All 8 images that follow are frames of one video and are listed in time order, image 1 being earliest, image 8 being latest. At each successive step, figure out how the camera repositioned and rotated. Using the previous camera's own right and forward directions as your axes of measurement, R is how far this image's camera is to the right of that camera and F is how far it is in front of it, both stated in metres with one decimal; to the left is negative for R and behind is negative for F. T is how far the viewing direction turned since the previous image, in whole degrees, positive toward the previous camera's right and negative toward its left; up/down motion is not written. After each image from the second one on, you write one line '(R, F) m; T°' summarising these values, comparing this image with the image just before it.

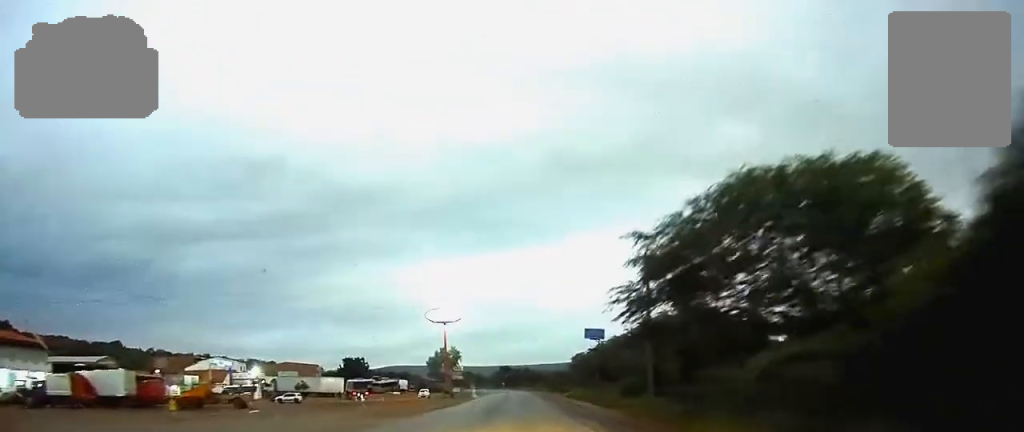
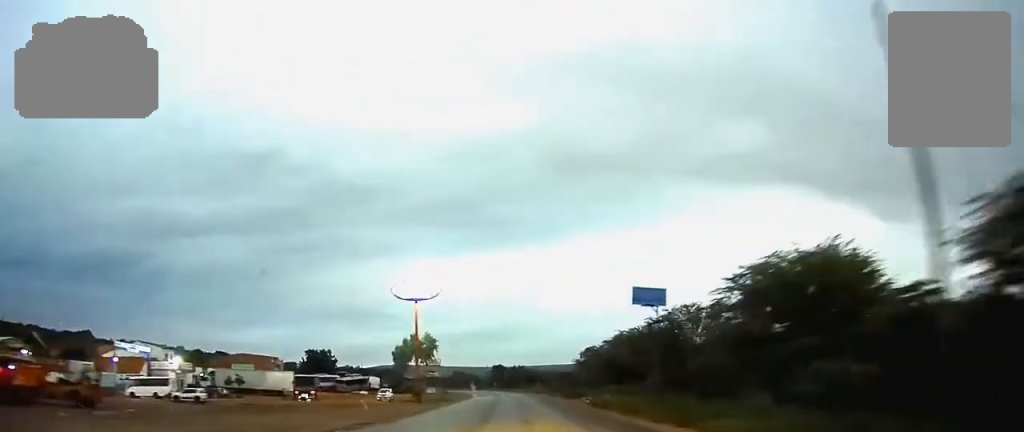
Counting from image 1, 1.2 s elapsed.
(-0.1, +29.5) m; 0°
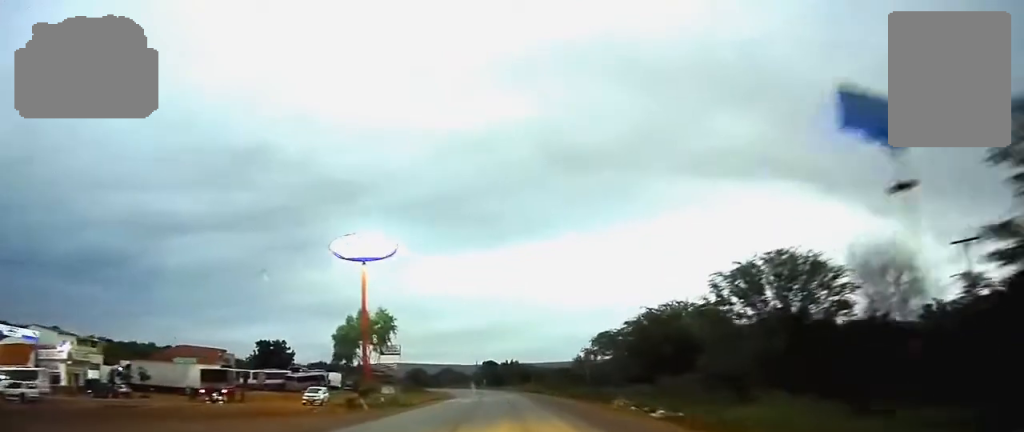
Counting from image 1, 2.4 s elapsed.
(+0.2, +26.9) m; 0°
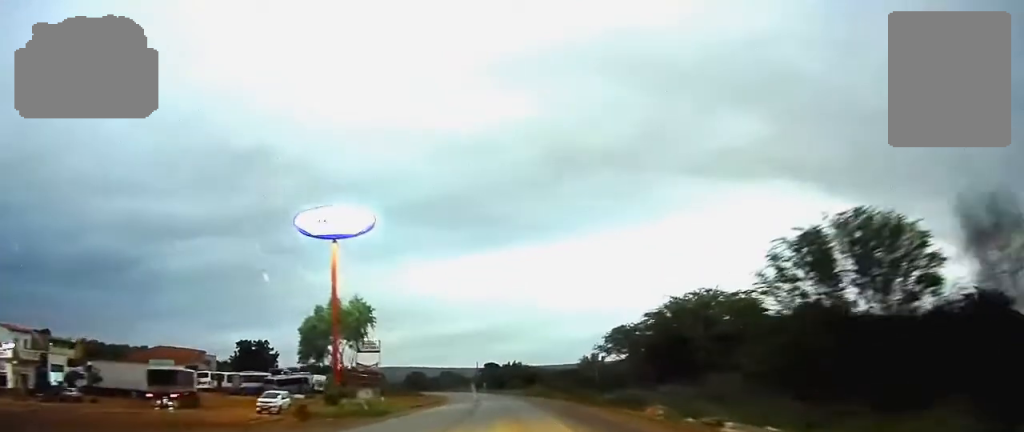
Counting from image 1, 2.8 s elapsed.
(0.0, +11.0) m; 0°
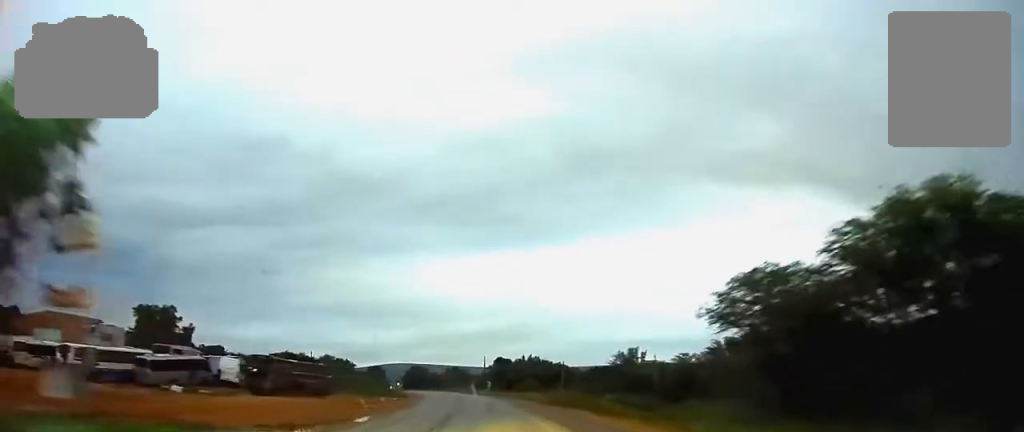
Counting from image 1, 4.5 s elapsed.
(-0.5, +40.1) m; -1°
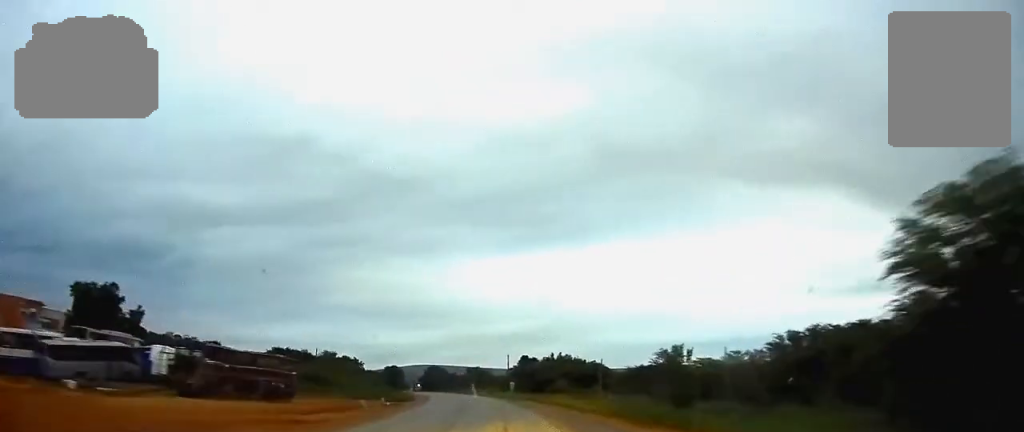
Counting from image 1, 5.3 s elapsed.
(0.0, +19.1) m; -1°
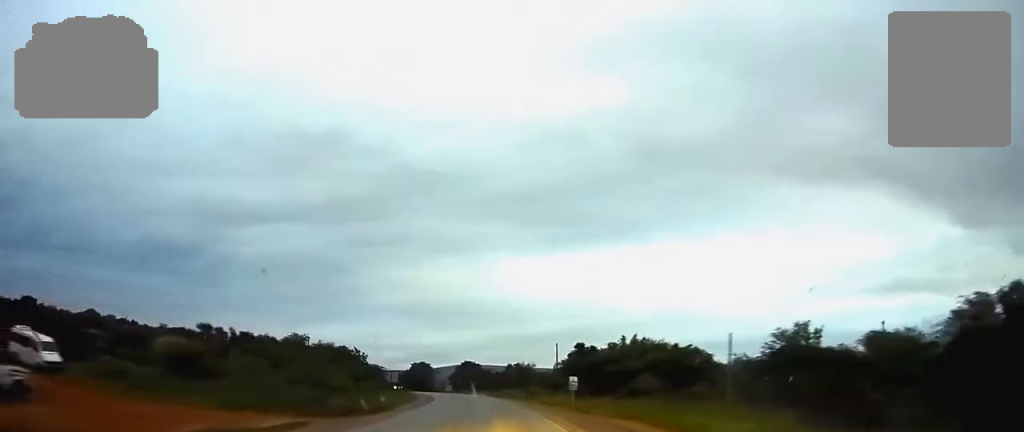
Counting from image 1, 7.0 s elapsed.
(-1.6, +40.8) m; -4°
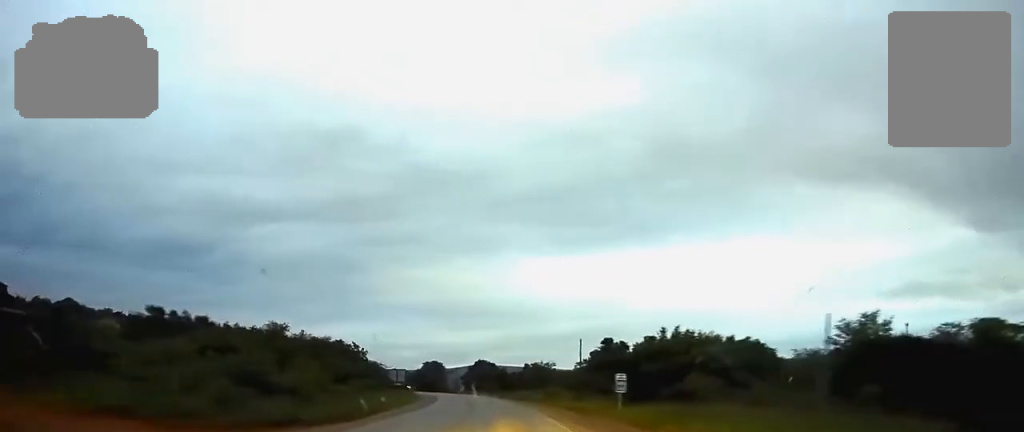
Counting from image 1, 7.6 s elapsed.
(0.0, +14.6) m; -1°
